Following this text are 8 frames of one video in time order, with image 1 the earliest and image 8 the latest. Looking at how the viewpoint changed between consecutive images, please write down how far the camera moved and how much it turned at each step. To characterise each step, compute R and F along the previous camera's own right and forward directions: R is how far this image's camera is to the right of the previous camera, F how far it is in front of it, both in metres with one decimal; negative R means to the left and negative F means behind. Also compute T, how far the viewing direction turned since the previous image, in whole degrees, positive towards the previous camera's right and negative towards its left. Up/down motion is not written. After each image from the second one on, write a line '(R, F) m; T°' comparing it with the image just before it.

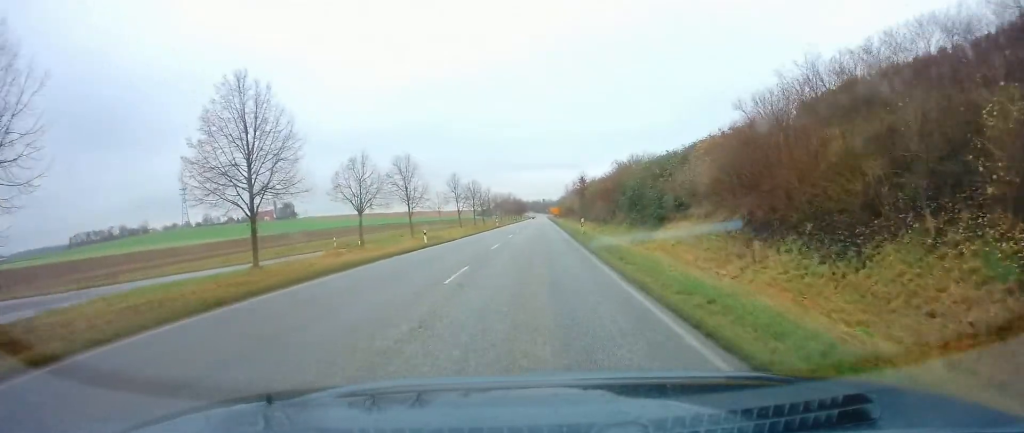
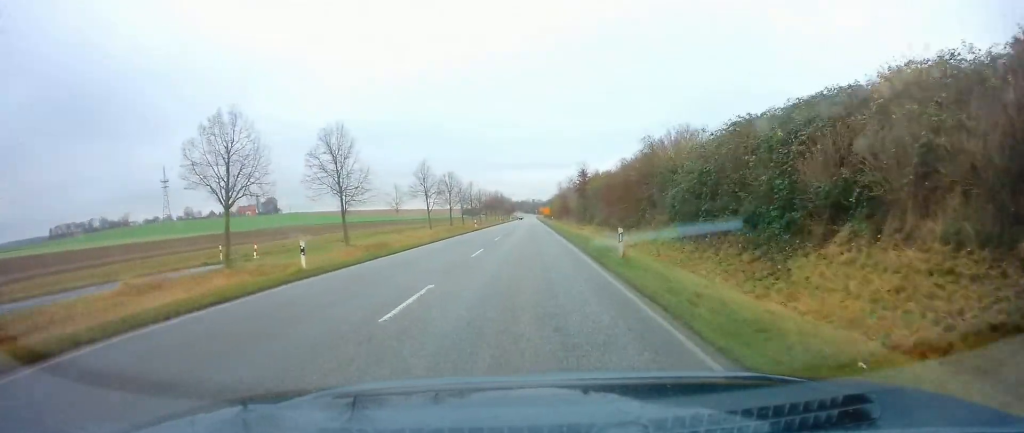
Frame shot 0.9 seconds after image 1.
(+0.2, +16.6) m; 0°
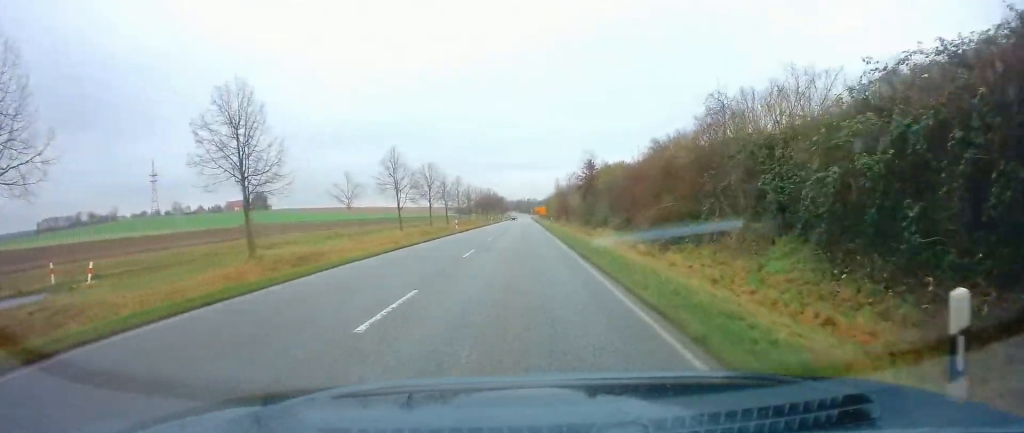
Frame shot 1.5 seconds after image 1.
(-0.1, +12.8) m; 0°
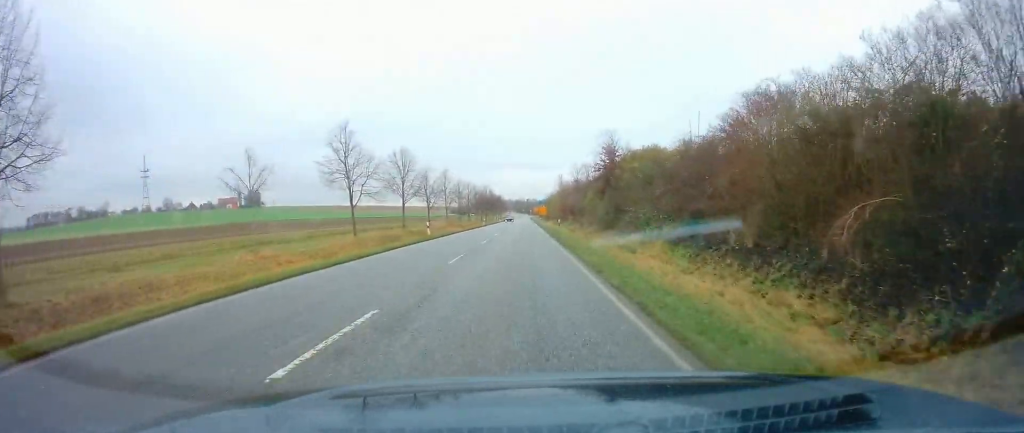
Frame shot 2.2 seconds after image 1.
(0.0, +14.3) m; 0°
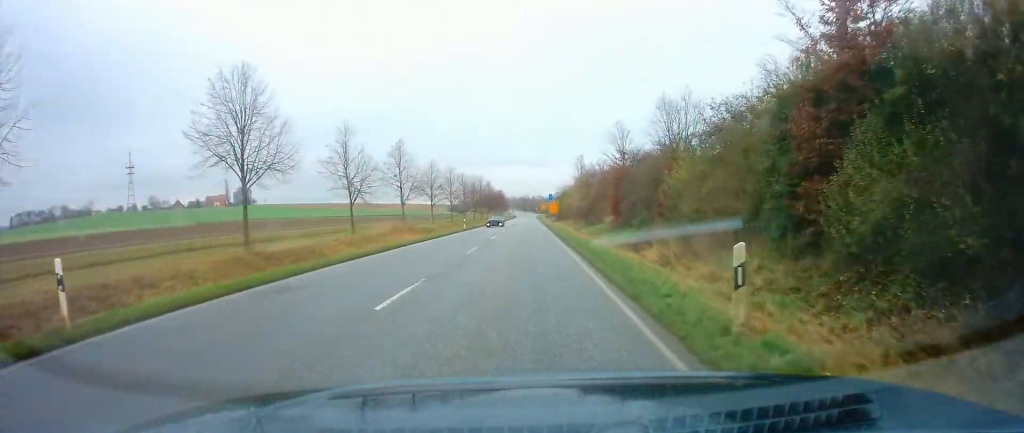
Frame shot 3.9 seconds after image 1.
(+0.3, +32.4) m; +1°
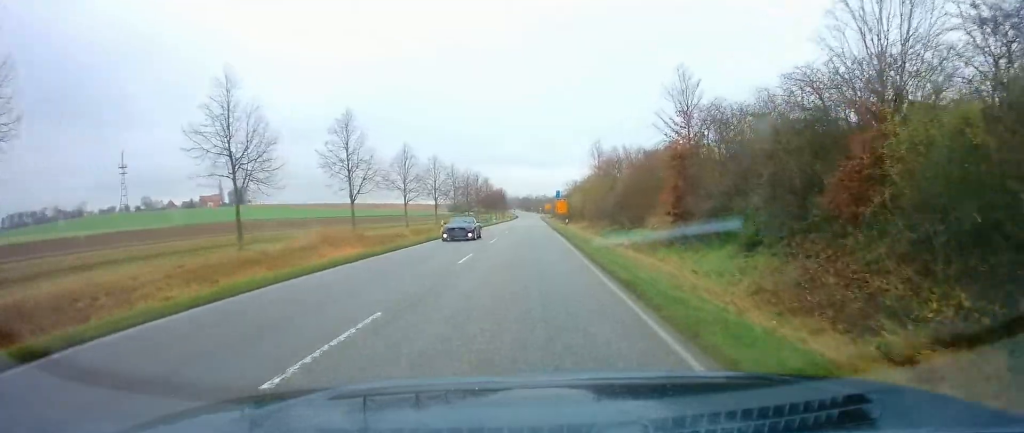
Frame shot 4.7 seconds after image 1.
(-0.1, +16.0) m; 0°
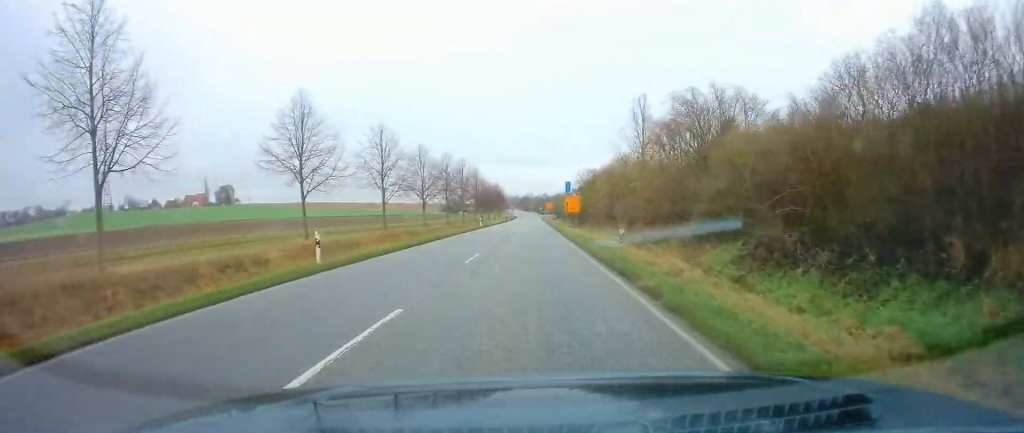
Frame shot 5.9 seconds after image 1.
(-0.2, +23.9) m; -1°
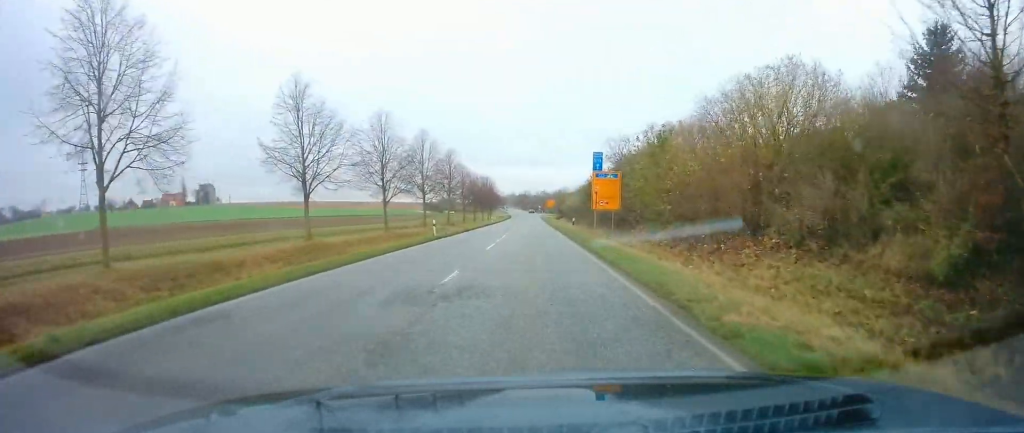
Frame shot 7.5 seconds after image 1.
(0.0, +30.4) m; +1°
